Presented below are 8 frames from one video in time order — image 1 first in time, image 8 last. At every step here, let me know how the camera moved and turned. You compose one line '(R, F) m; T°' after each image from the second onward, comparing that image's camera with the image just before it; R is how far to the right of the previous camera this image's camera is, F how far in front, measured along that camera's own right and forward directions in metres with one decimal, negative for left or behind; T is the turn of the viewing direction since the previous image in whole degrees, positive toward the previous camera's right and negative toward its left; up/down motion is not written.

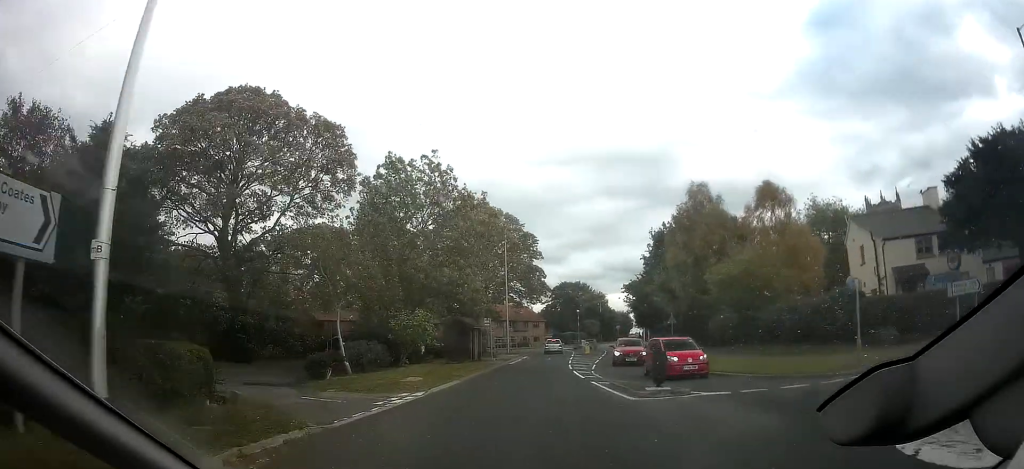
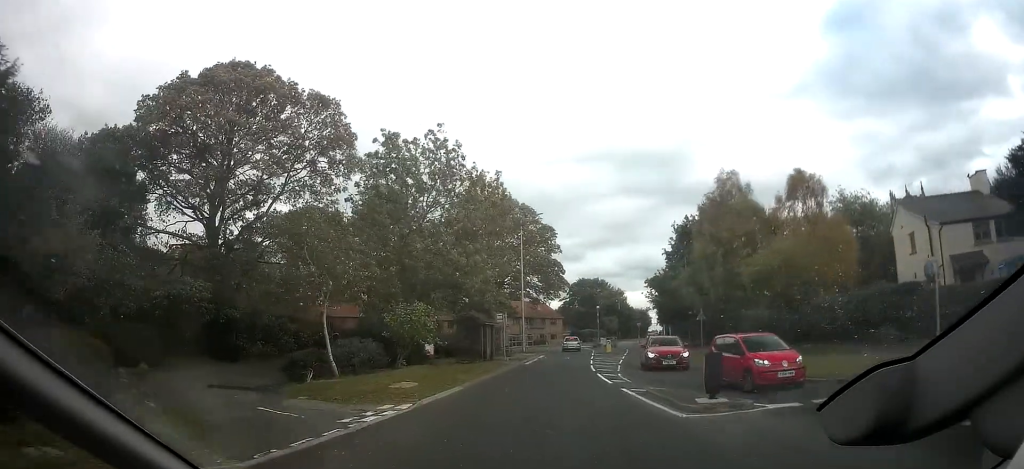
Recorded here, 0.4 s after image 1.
(0.0, +3.2) m; -2°
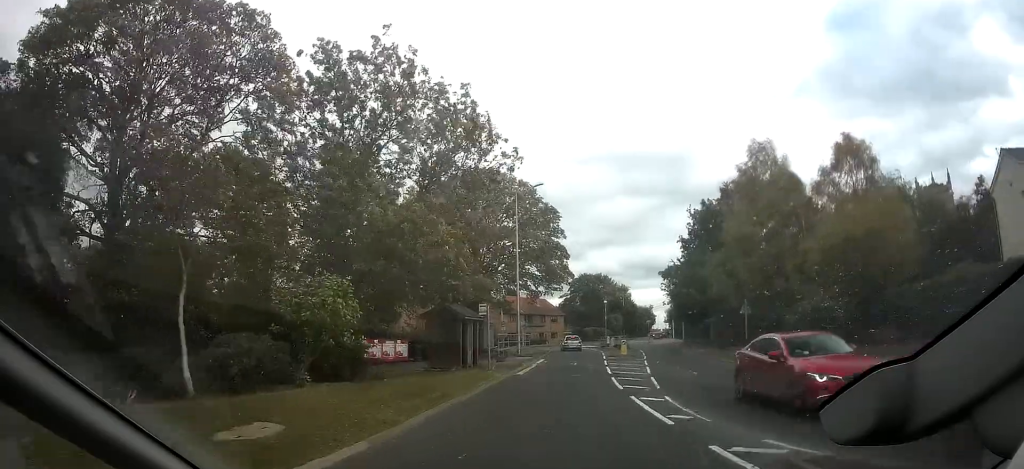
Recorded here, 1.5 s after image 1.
(-0.2, +8.4) m; -3°
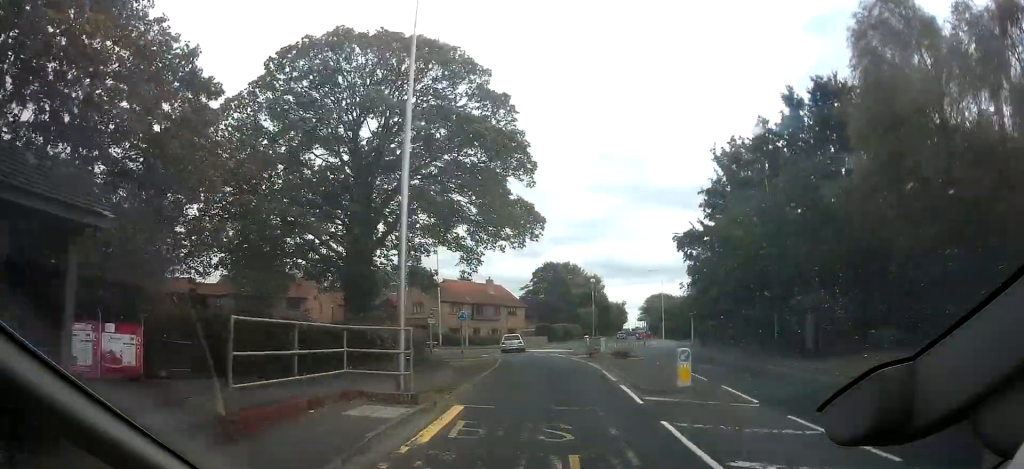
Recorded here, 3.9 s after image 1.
(+1.1, +22.0) m; +6°
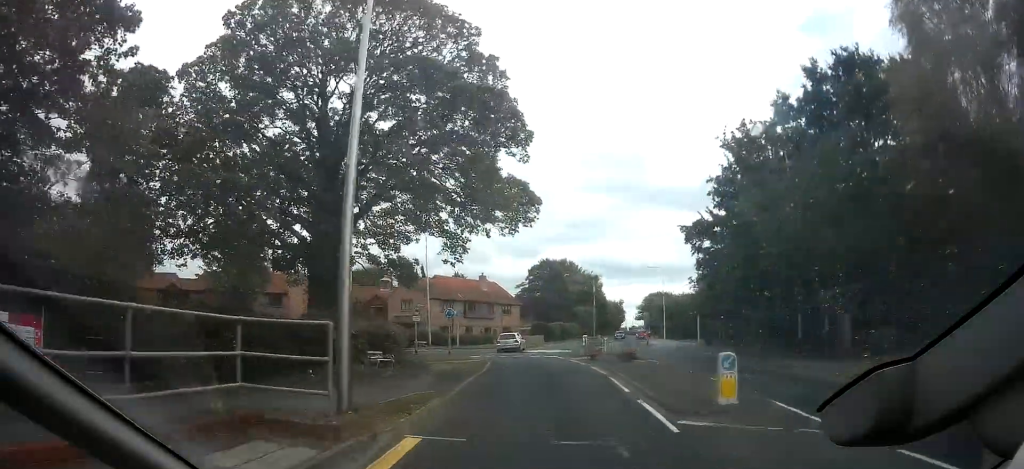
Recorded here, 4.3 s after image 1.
(-0.1, +3.6) m; 0°
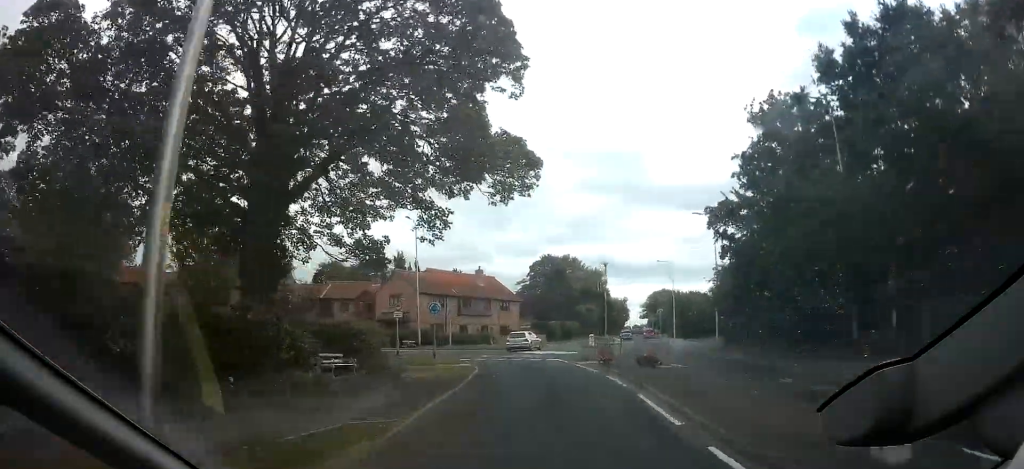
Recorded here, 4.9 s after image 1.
(0.0, +5.3) m; -1°
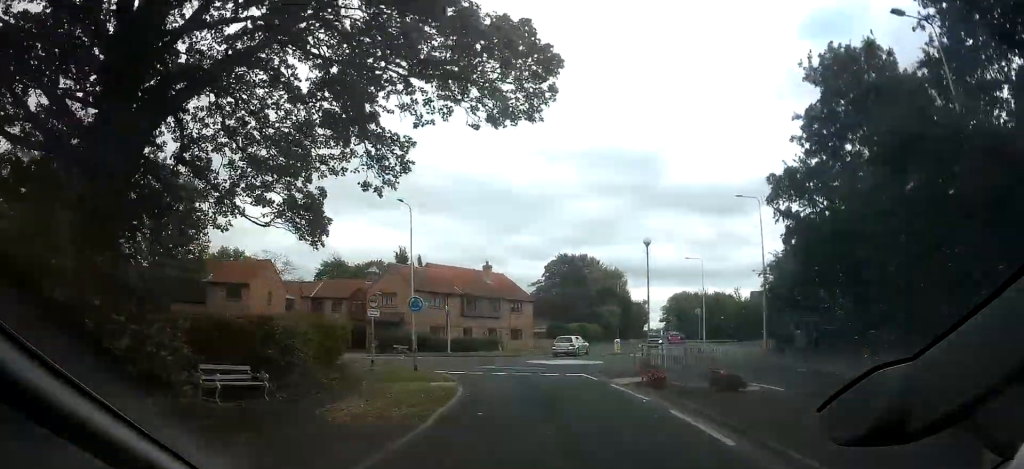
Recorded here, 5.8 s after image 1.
(0.0, +7.6) m; -1°
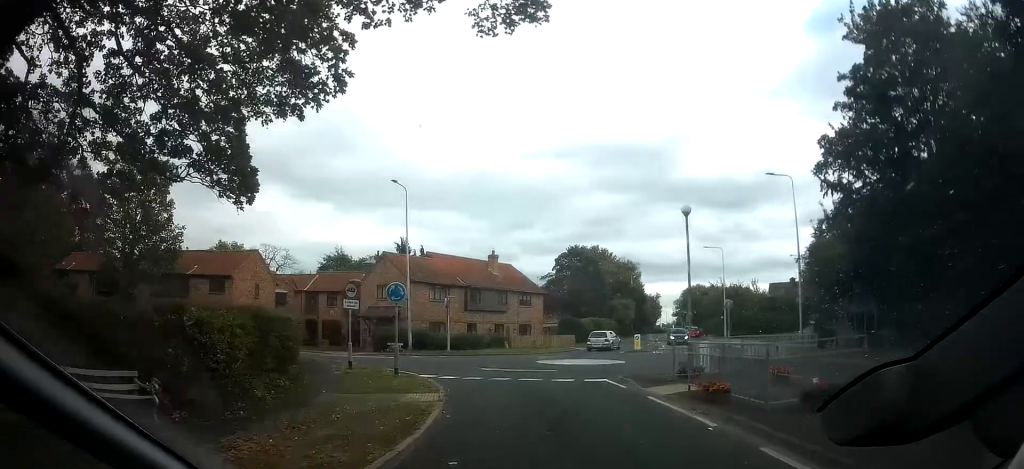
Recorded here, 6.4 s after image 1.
(-0.1, +4.3) m; -1°
